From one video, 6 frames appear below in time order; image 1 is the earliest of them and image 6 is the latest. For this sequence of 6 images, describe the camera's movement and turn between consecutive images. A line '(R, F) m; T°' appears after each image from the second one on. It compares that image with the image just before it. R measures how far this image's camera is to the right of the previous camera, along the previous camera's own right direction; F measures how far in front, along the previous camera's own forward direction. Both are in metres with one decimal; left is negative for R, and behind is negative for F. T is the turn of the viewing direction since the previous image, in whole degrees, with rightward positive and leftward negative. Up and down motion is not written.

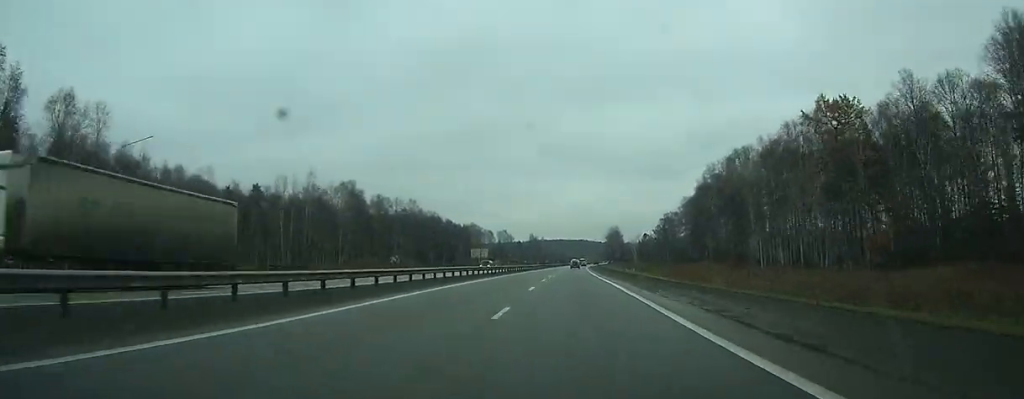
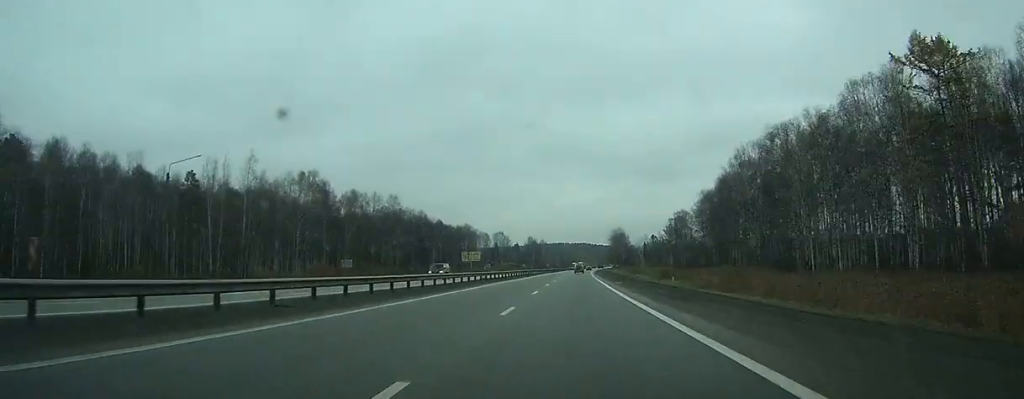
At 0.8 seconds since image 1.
(+0.1, +21.5) m; 0°
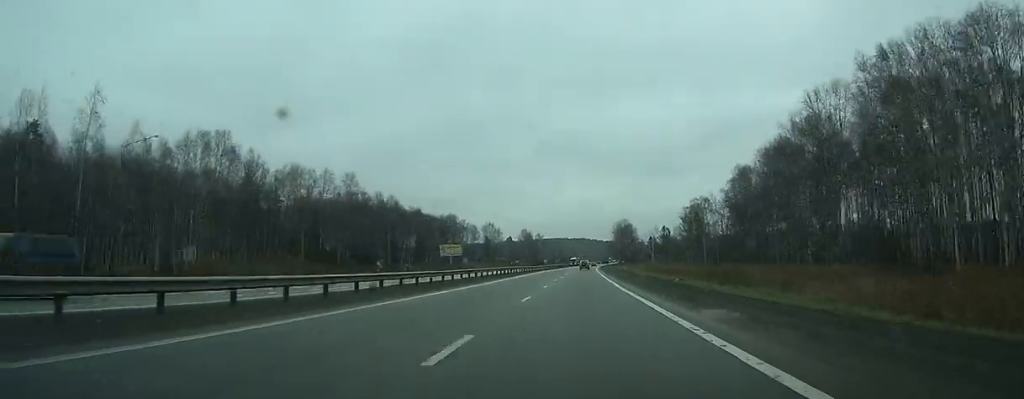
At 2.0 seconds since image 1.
(+0.1, +32.4) m; 0°
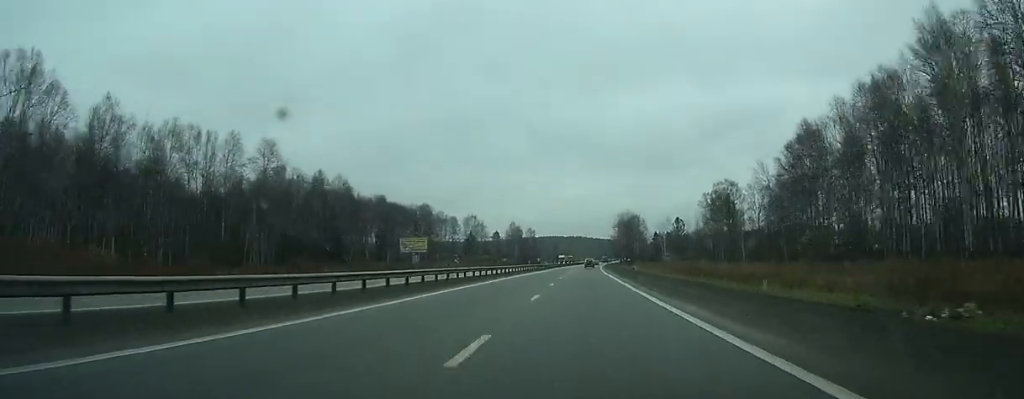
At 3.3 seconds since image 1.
(+0.1, +36.2) m; 0°
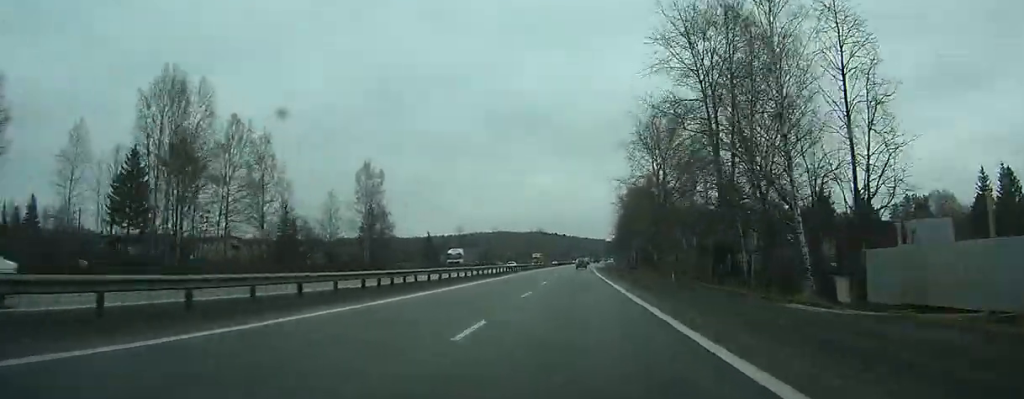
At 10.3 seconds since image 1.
(+5.4, +190.5) m; +3°
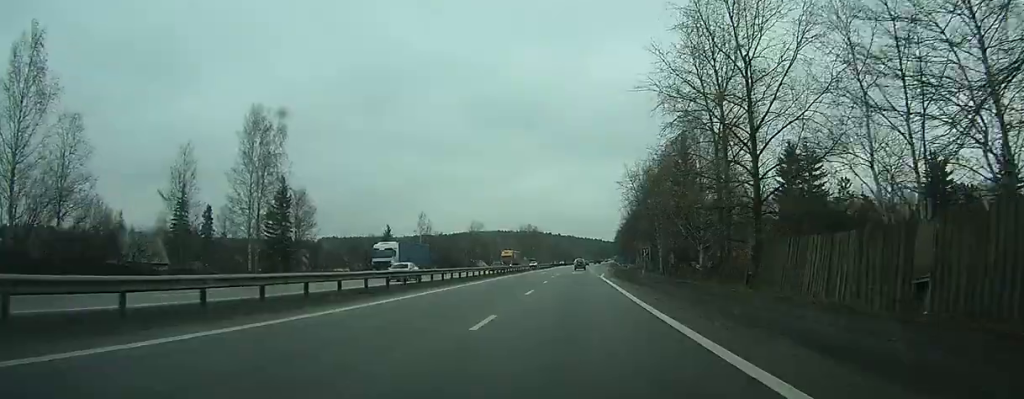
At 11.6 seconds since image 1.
(+0.1, +33.9) m; 0°
